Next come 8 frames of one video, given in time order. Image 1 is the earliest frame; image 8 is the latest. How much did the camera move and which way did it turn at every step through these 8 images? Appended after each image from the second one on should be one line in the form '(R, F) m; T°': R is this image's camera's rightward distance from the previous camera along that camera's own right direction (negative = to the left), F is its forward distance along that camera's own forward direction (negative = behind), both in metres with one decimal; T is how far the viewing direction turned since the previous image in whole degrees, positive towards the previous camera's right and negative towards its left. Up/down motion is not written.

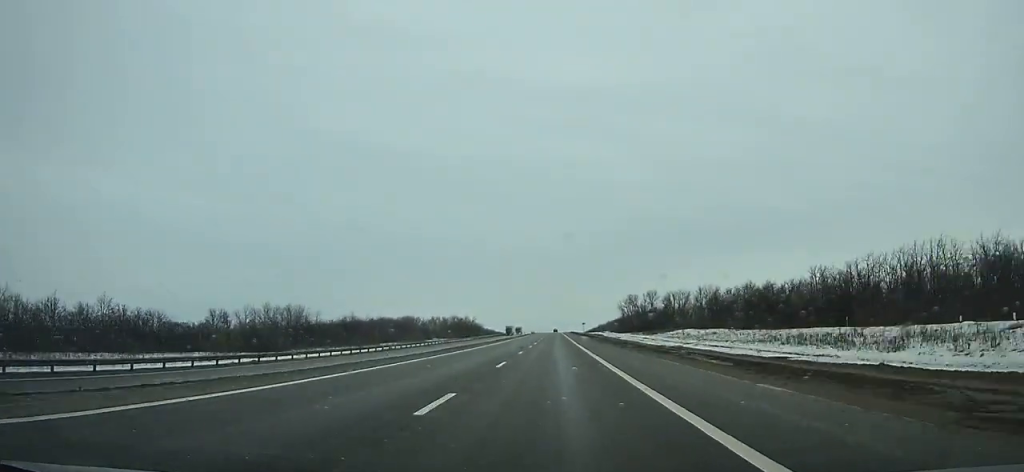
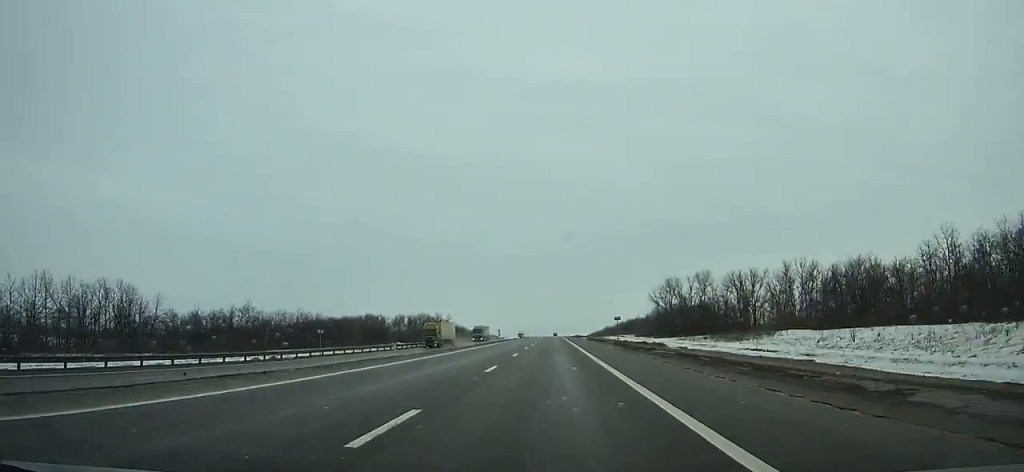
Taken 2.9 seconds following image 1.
(-0.1, +72.9) m; 0°
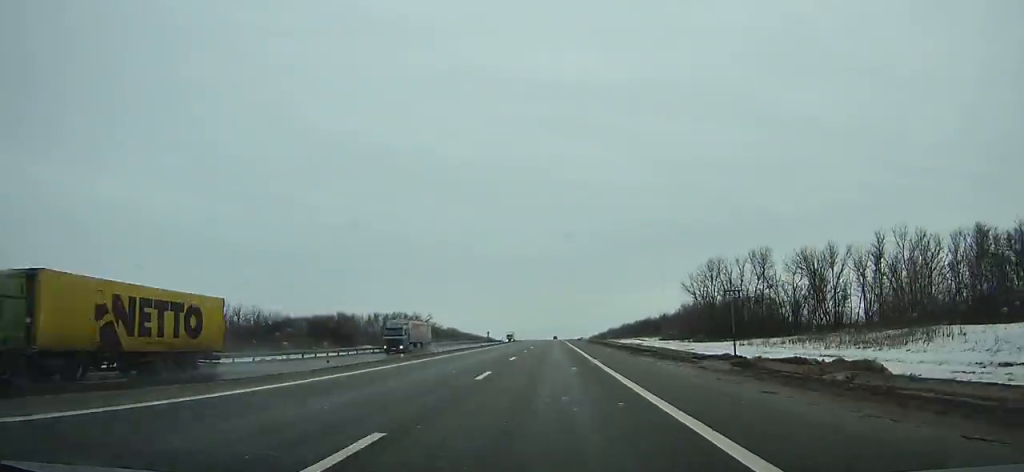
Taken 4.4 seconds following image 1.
(0.0, +37.7) m; 0°
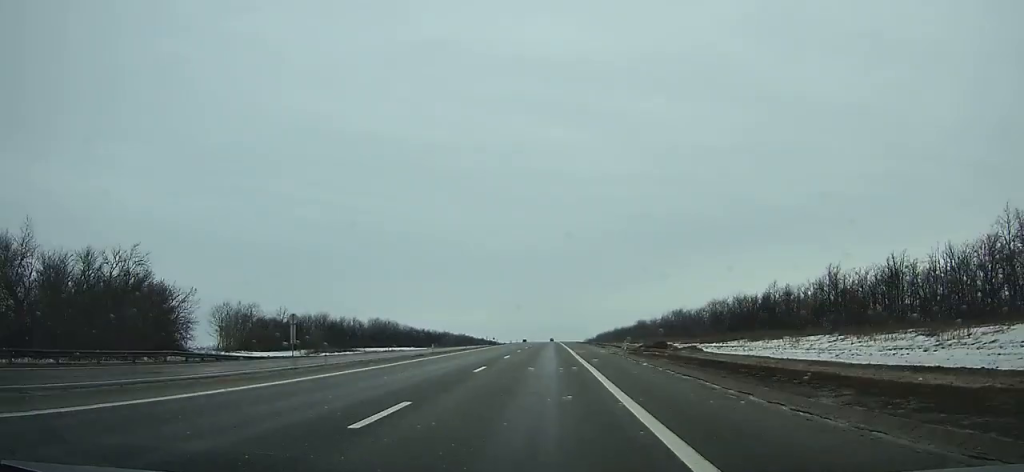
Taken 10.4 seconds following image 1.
(+0.2, +151.0) m; 0°
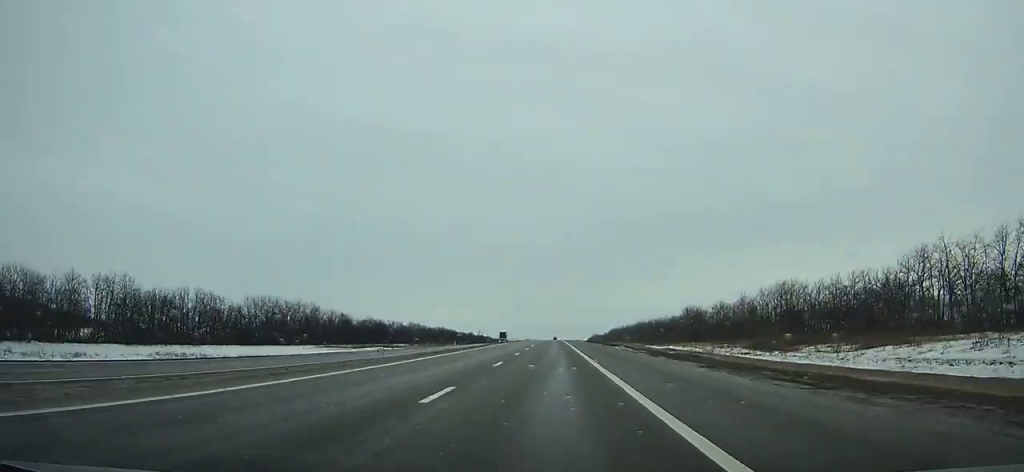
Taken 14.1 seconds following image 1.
(0.0, +93.9) m; 0°
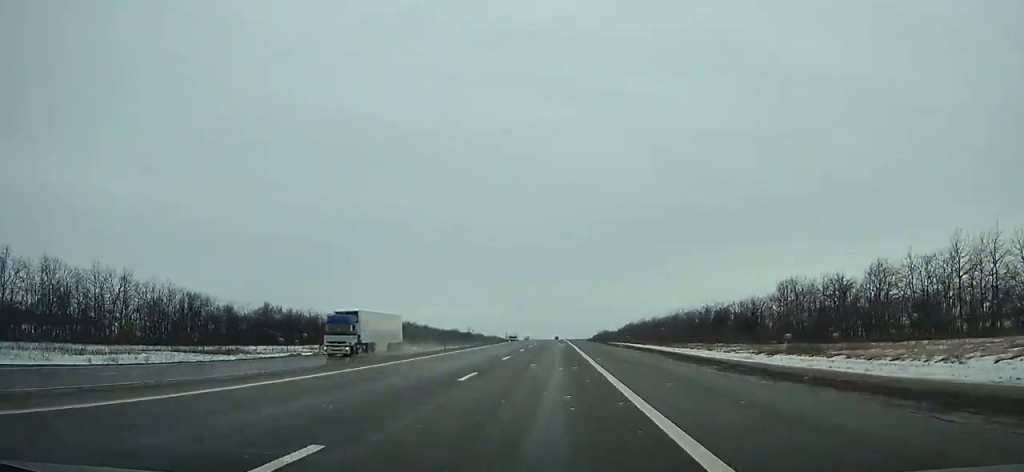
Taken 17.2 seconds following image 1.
(+0.1, +79.5) m; 0°
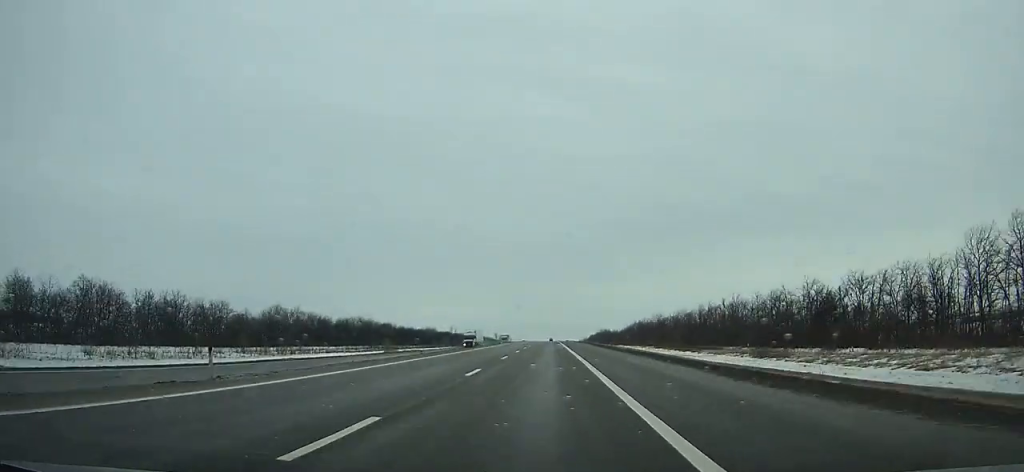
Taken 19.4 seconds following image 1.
(+0.1, +57.0) m; 0°
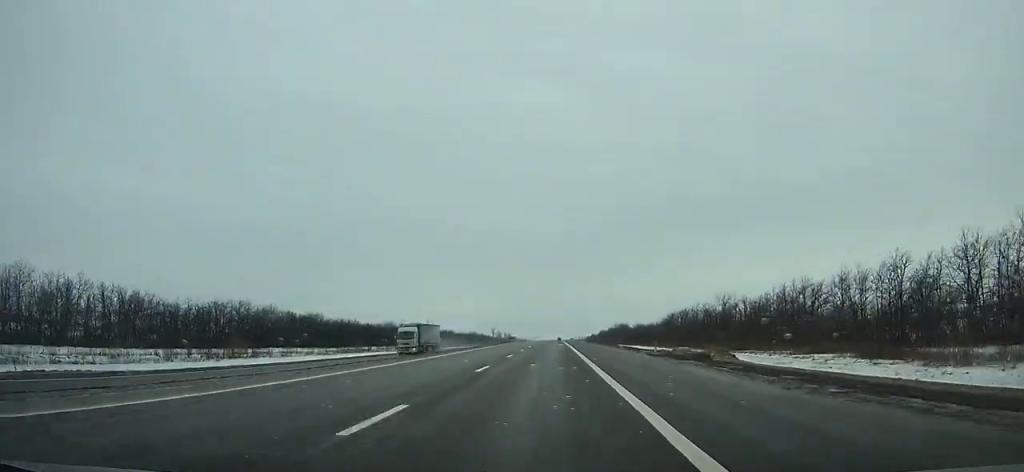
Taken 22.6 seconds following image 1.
(-0.1, +84.2) m; 0°
